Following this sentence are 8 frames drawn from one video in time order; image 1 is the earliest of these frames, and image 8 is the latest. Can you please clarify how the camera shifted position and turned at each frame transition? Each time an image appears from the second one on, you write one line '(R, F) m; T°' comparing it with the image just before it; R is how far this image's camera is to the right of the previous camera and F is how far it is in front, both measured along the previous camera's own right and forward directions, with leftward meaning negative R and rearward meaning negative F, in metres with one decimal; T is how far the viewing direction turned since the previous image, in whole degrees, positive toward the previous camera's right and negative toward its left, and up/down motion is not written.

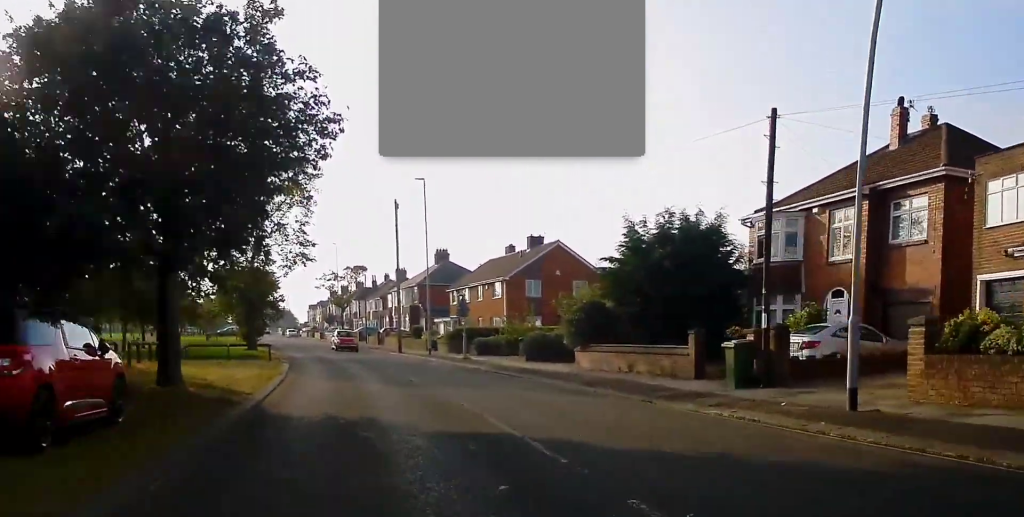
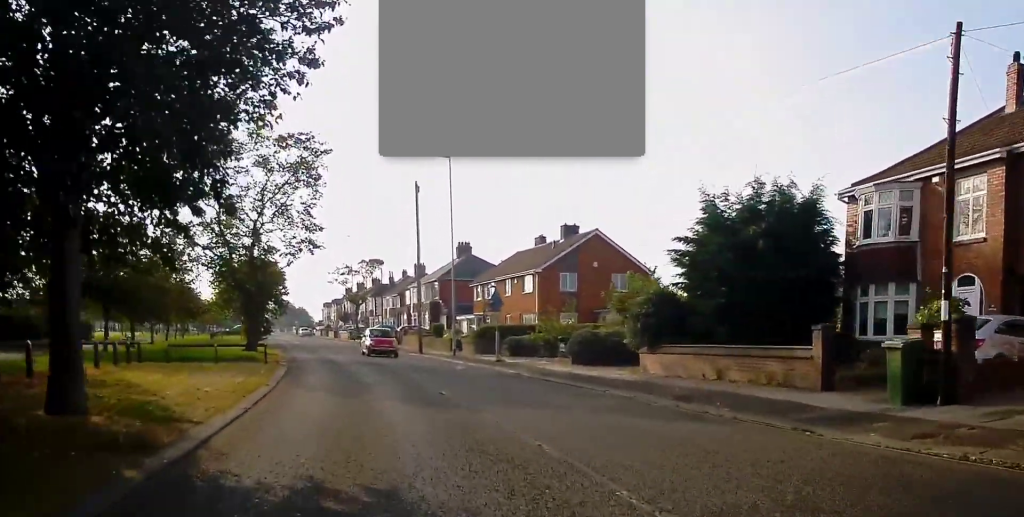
(-0.1, +5.8) m; -2°
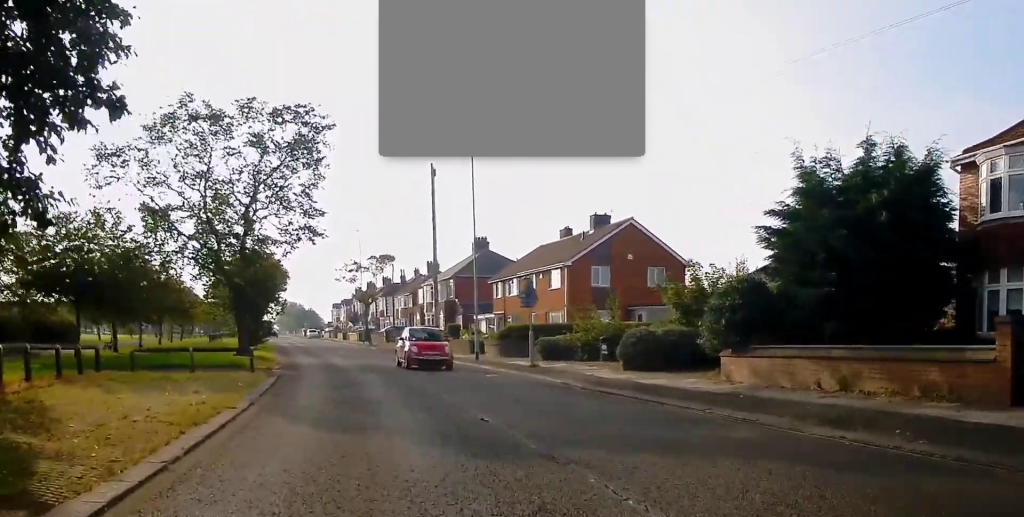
(-0.1, +5.2) m; -2°
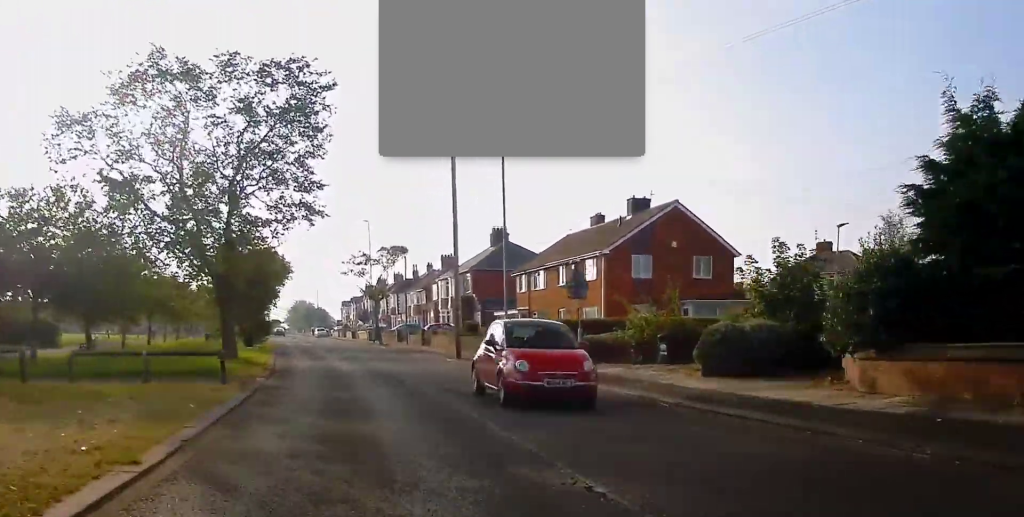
(-0.1, +5.6) m; -2°
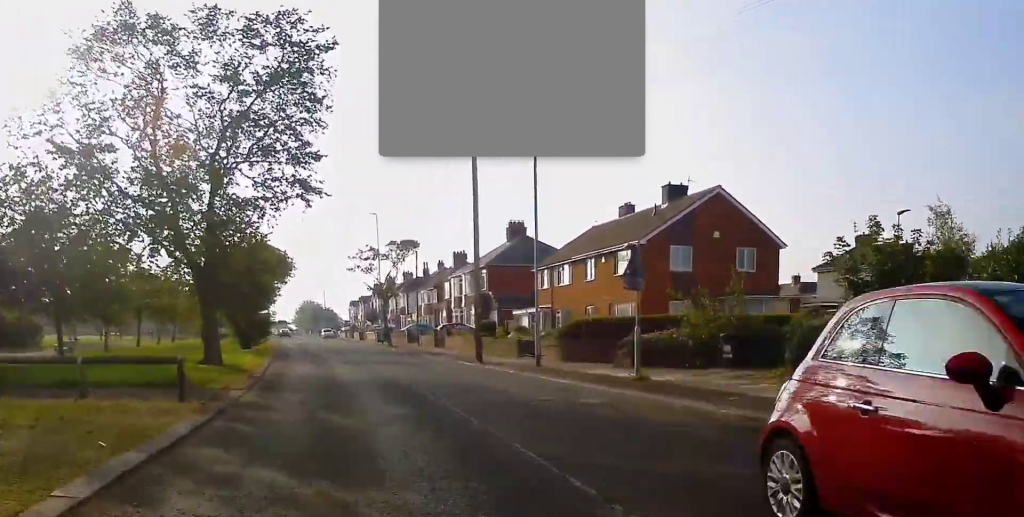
(-0.1, +4.6) m; -1°
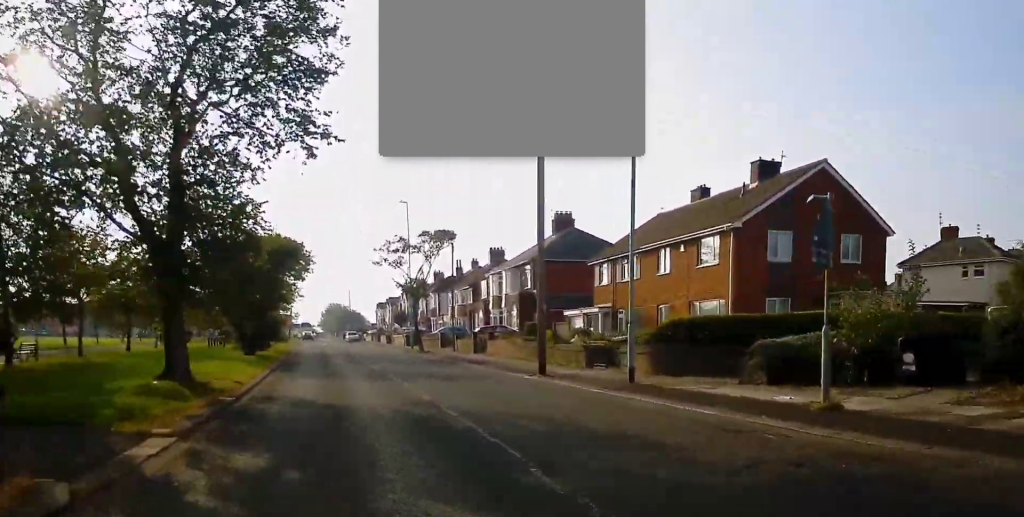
(-0.1, +7.3) m; -1°
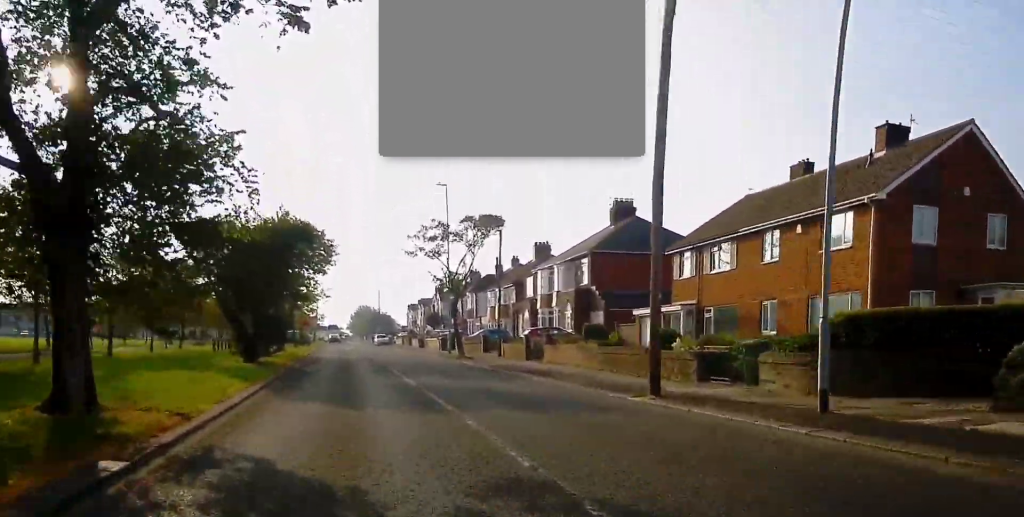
(0.0, +7.7) m; -2°
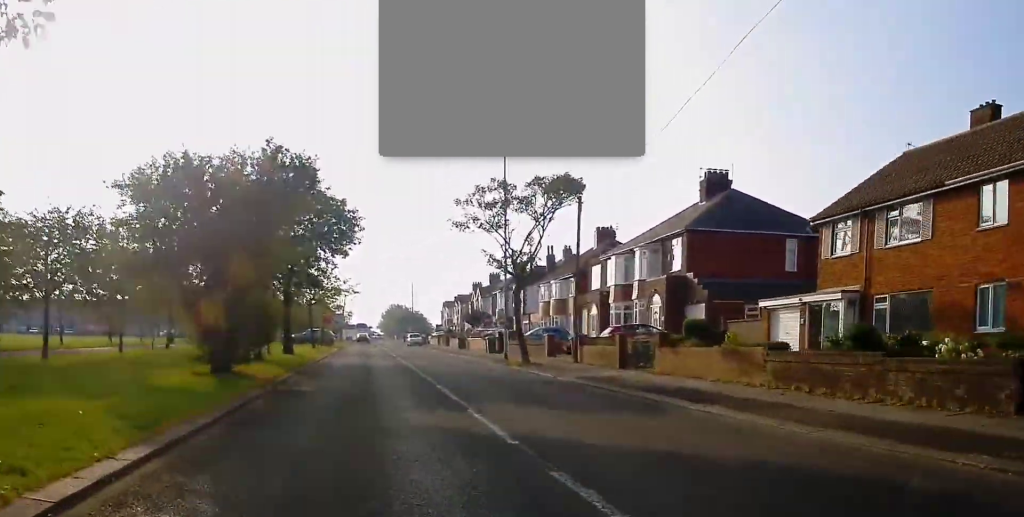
(-0.3, +10.5) m; -2°
